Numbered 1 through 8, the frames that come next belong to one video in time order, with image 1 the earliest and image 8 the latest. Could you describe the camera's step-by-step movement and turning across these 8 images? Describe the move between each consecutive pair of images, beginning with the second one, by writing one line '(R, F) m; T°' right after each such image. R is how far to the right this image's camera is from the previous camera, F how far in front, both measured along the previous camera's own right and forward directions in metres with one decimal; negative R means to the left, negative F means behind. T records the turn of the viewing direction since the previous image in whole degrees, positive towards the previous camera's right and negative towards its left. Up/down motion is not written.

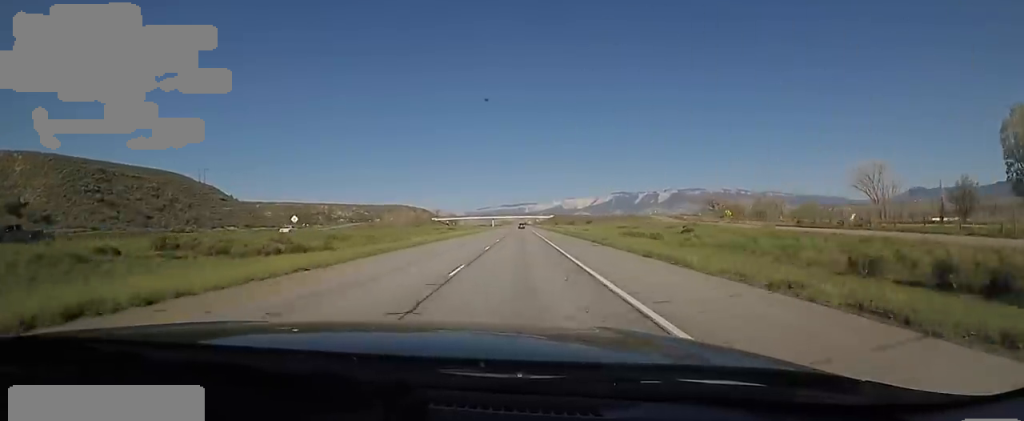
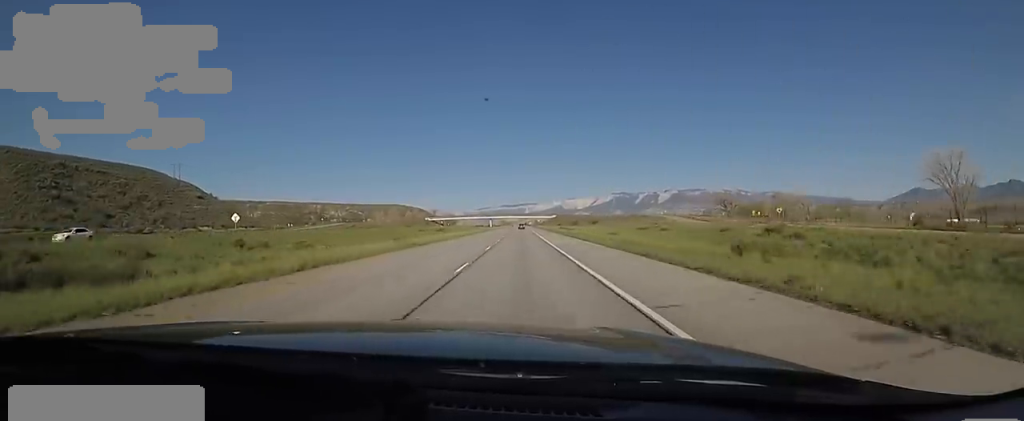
(-0.1, +23.3) m; 0°
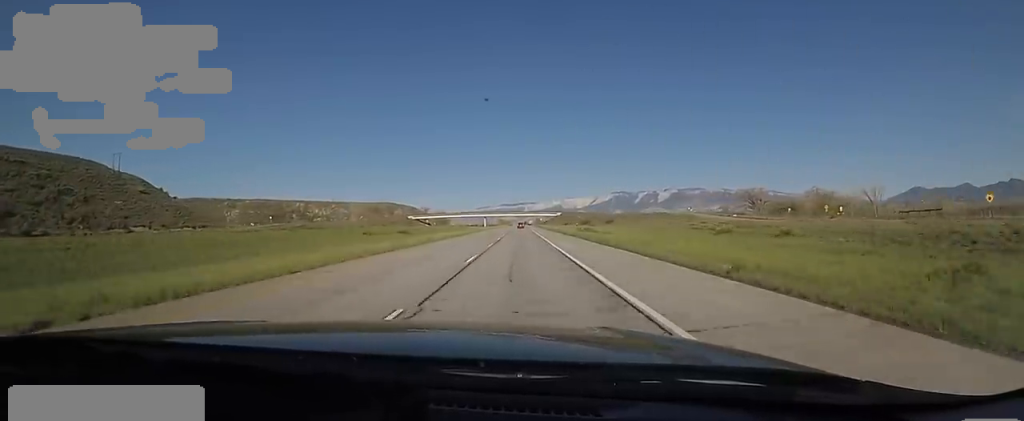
(0.0, +45.5) m; 0°
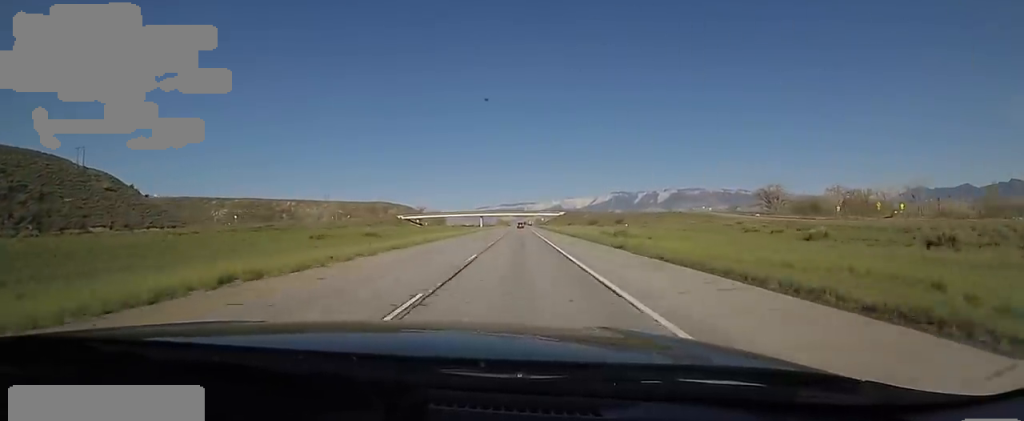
(0.0, +22.3) m; 0°
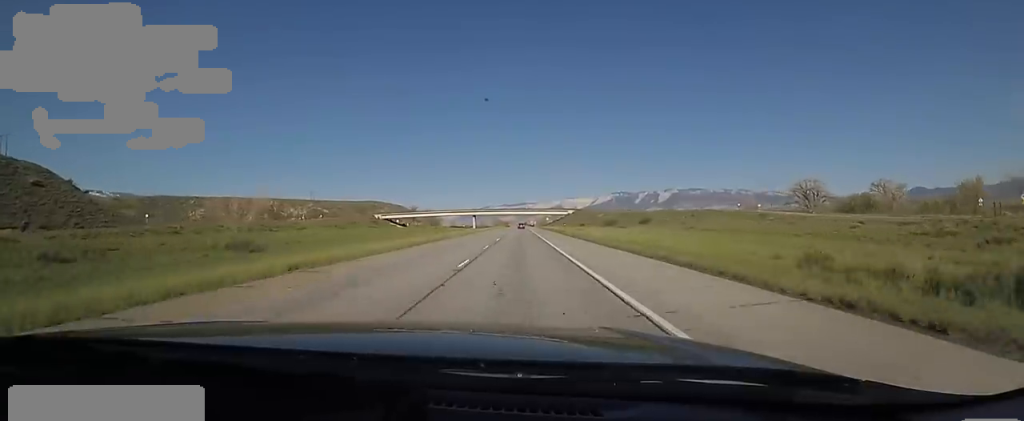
(0.0, +40.2) m; 0°
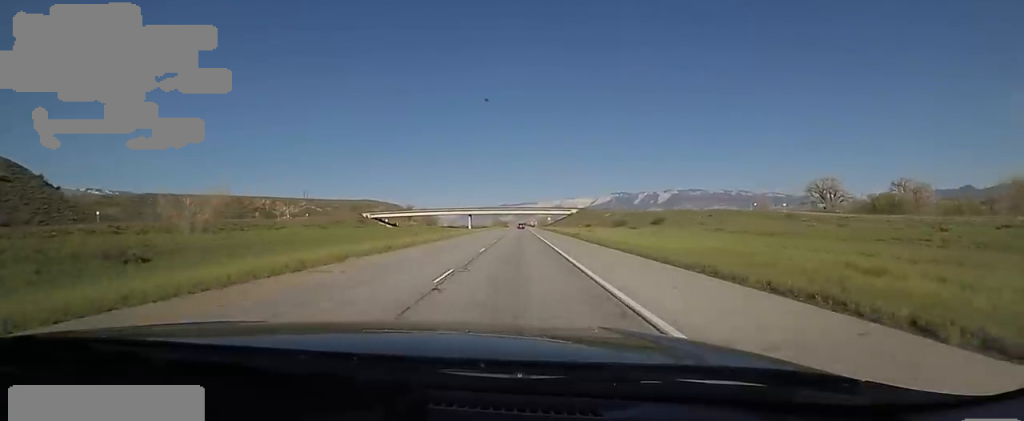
(0.0, +15.7) m; 0°
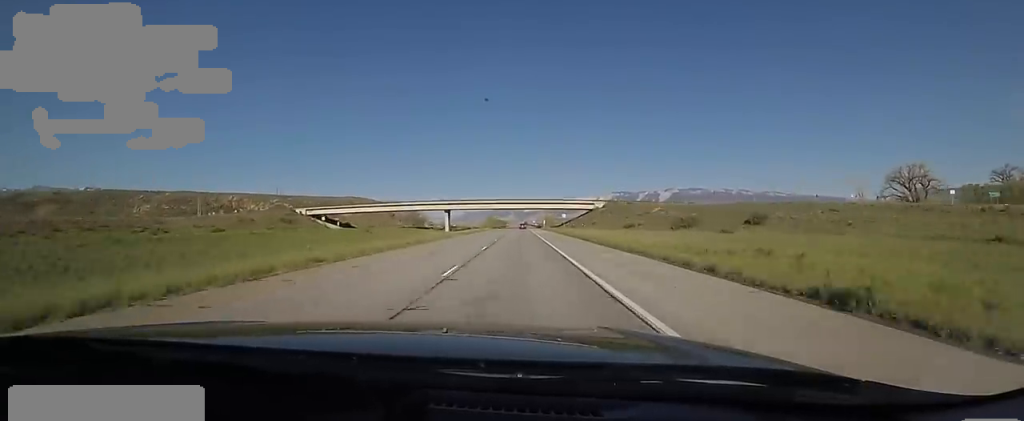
(0.0, +61.2) m; 0°
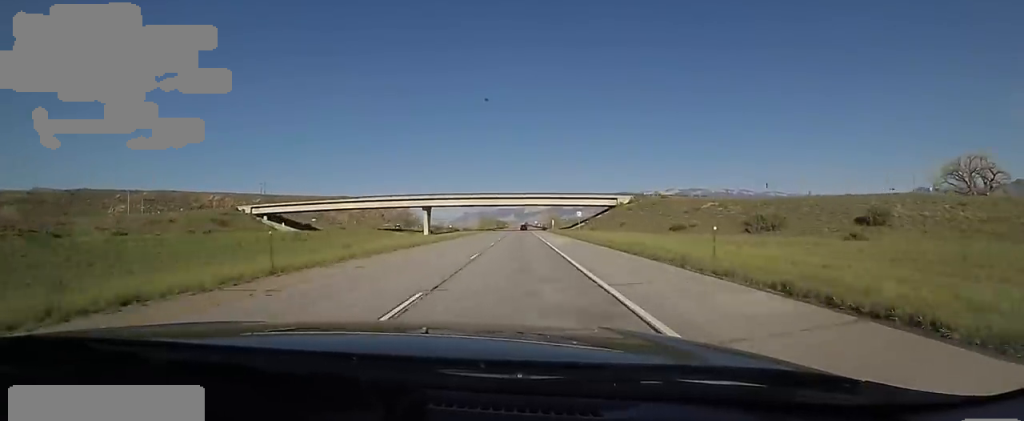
(0.0, +30.5) m; +2°
